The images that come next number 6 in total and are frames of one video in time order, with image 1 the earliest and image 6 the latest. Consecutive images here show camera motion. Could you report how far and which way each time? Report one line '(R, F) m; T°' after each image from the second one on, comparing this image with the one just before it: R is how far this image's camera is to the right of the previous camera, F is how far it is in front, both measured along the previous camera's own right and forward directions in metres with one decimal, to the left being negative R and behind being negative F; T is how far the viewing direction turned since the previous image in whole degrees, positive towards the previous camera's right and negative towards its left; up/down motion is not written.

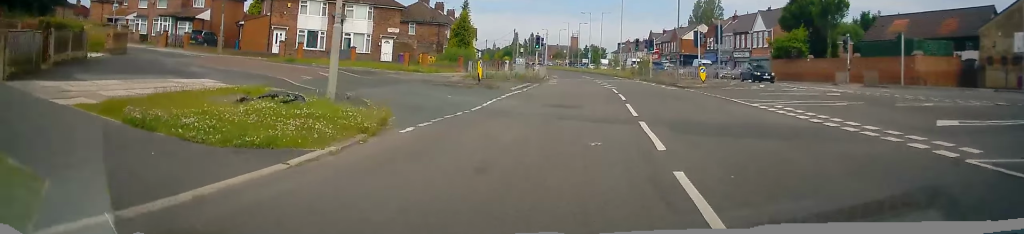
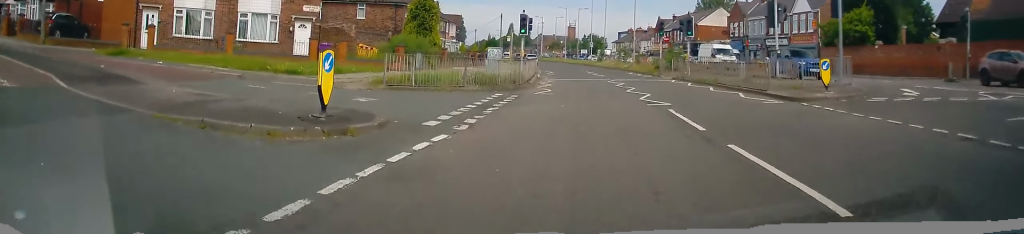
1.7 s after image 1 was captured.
(-0.4, +16.2) m; 0°
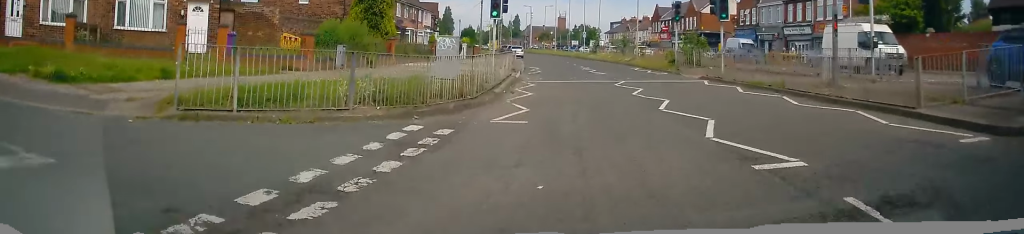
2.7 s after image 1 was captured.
(+0.5, +9.6) m; +3°
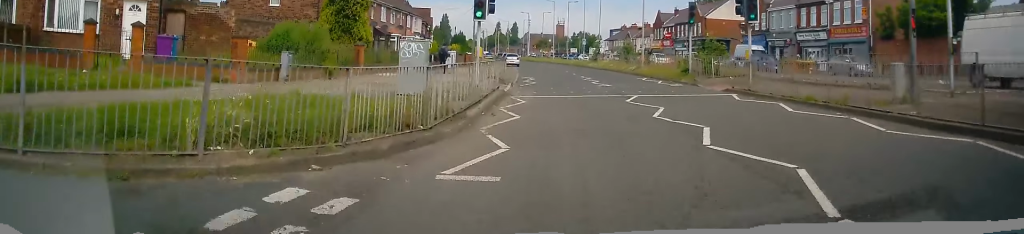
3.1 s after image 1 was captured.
(0.0, +4.2) m; -1°
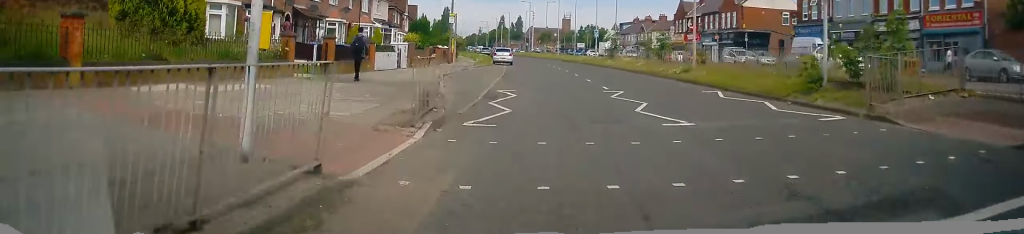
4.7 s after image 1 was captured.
(-0.7, +15.3) m; -4°
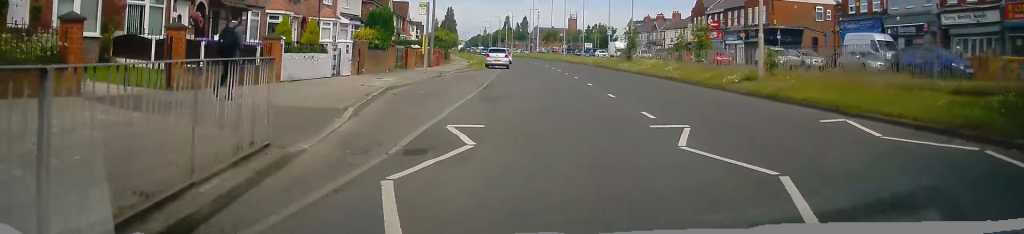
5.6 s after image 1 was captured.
(+0.2, +8.8) m; +1°
